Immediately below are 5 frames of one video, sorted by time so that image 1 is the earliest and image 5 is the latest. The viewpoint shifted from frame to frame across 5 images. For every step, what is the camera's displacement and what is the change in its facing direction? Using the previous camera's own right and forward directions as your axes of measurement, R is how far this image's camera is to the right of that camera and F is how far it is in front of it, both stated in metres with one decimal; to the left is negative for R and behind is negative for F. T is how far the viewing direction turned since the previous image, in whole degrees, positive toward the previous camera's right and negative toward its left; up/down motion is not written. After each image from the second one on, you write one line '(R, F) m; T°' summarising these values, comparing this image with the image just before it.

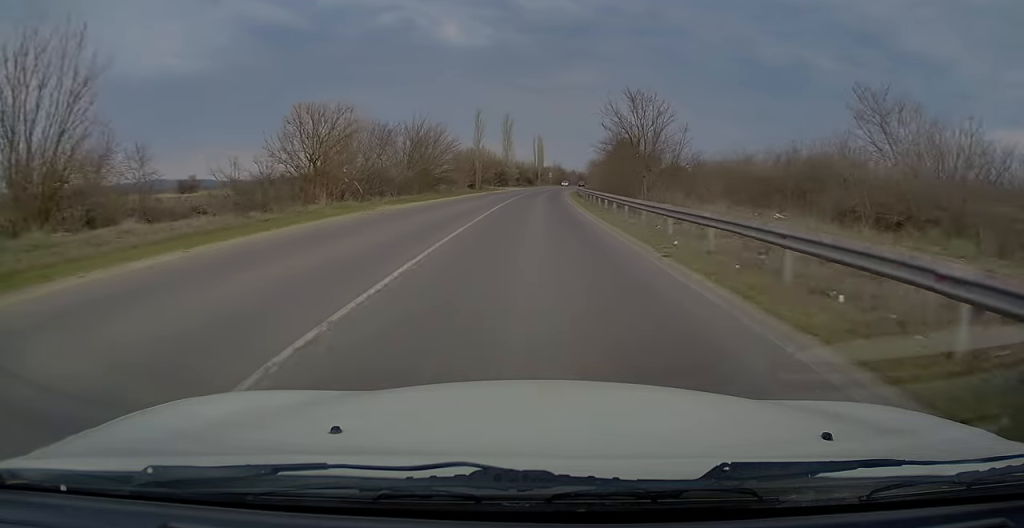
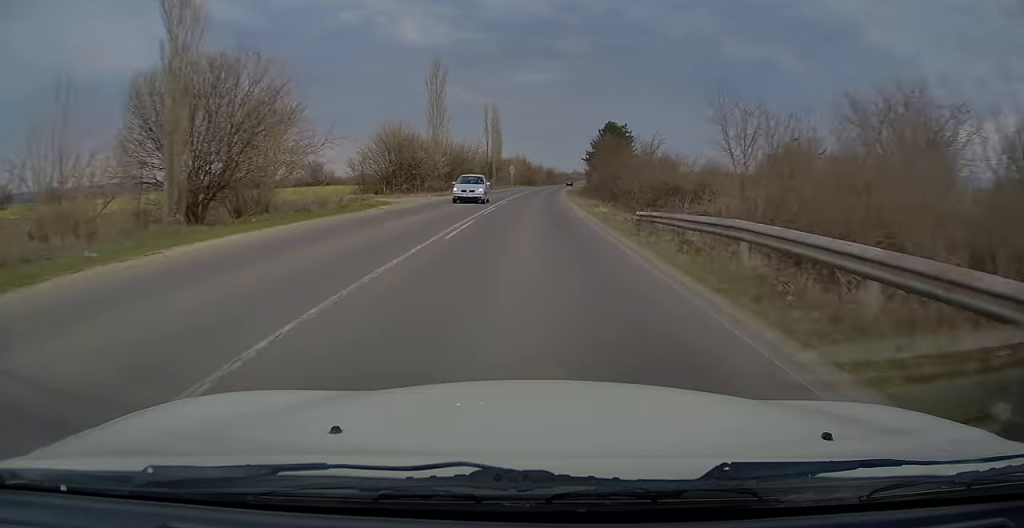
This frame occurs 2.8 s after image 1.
(+2.0, +63.6) m; +4°
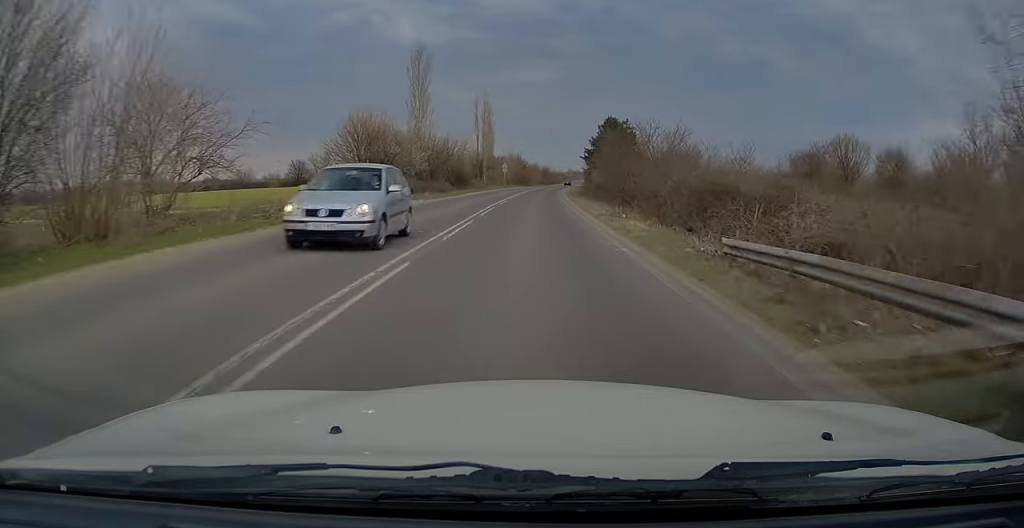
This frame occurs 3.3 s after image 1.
(0.0, +9.7) m; 0°
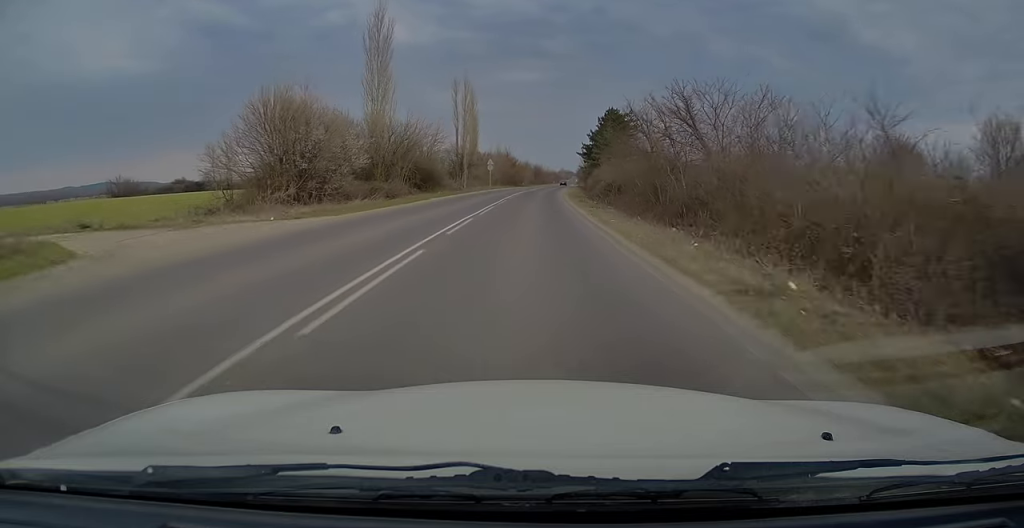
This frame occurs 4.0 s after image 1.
(0.0, +16.5) m; +1°
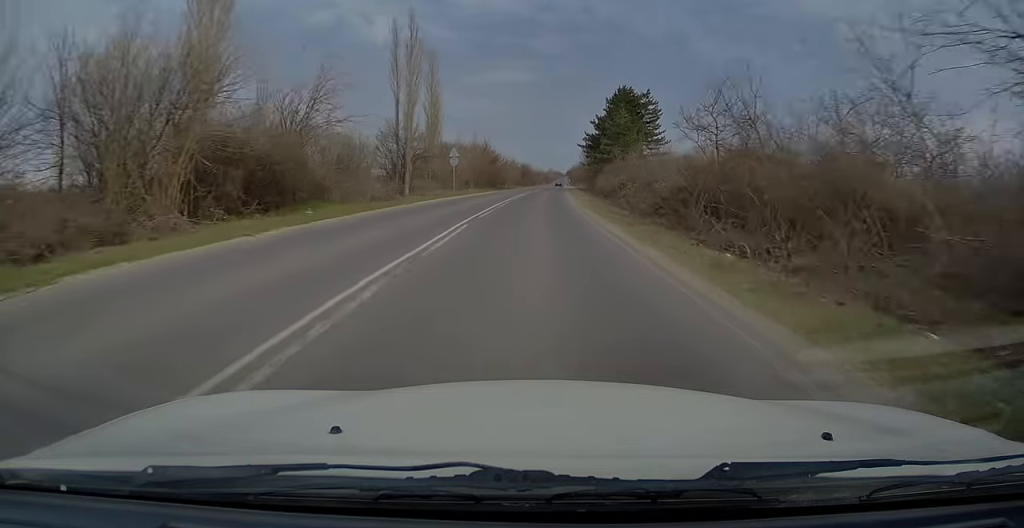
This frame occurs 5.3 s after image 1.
(+0.4, +30.0) m; +1°
